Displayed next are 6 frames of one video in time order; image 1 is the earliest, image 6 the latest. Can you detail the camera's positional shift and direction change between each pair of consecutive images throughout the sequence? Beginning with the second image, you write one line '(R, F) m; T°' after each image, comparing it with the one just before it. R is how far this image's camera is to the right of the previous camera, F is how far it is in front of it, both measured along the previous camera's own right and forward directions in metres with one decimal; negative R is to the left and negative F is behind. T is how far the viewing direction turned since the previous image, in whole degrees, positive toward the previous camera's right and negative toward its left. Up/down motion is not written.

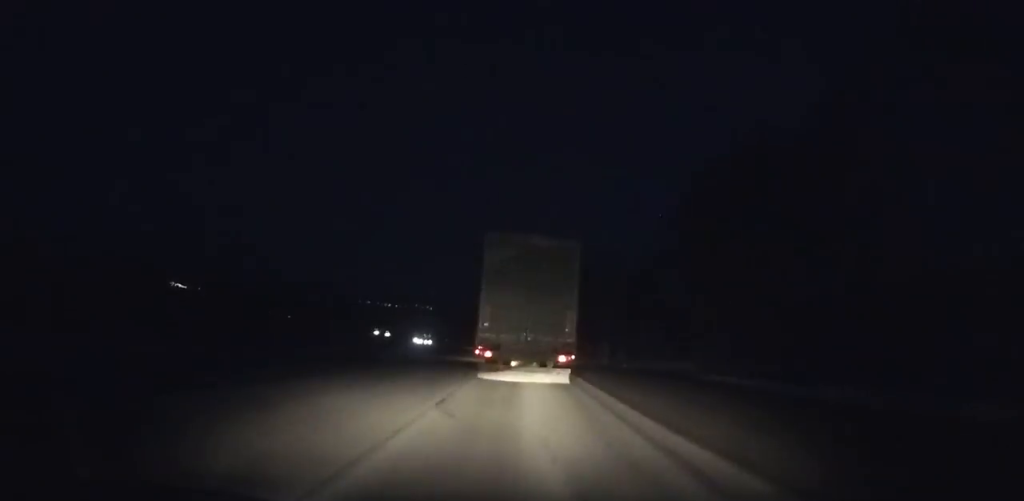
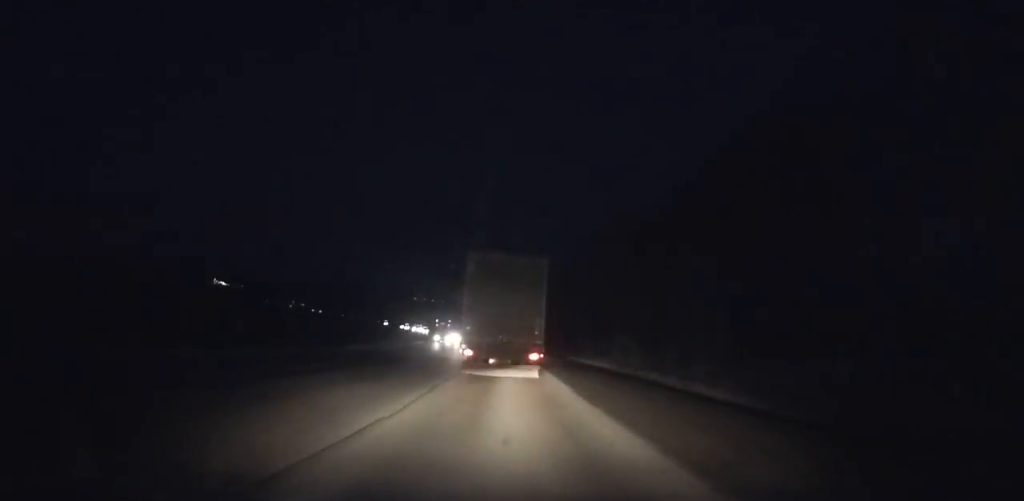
(-3.8, +90.9) m; -6°
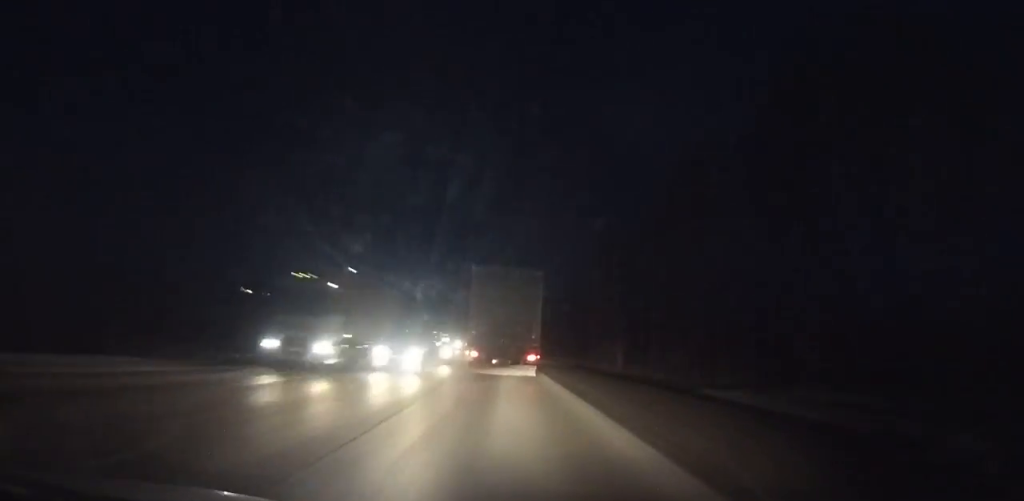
(-1.0, +45.7) m; -3°
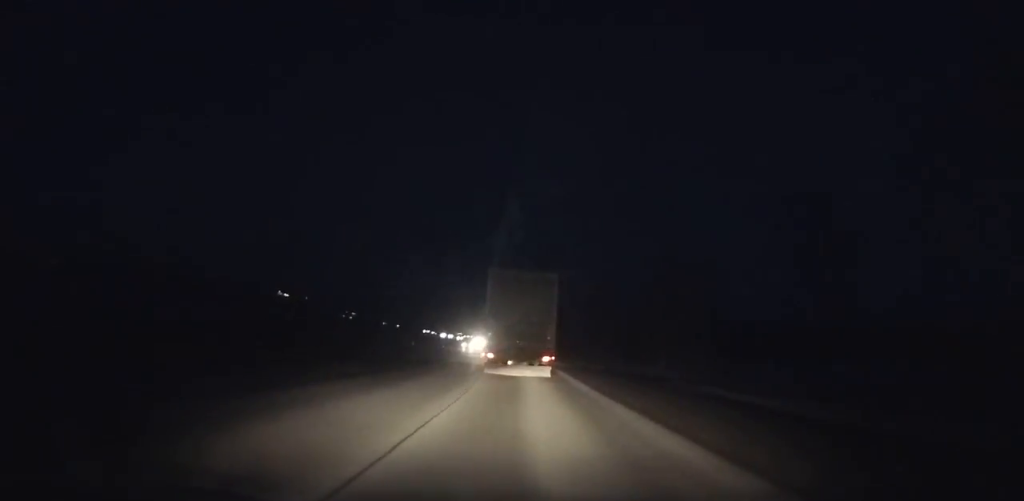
(-2.4, +71.8) m; -3°
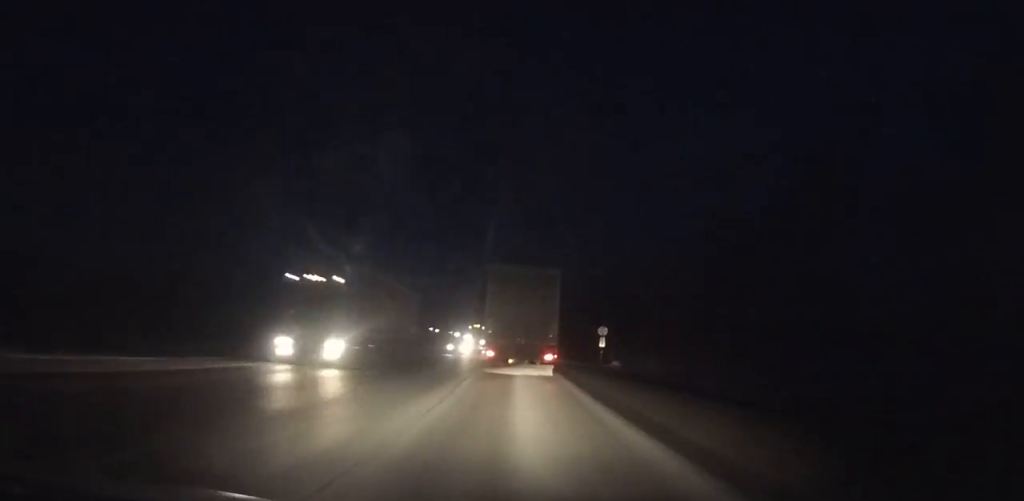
(-3.3, +113.0) m; -3°
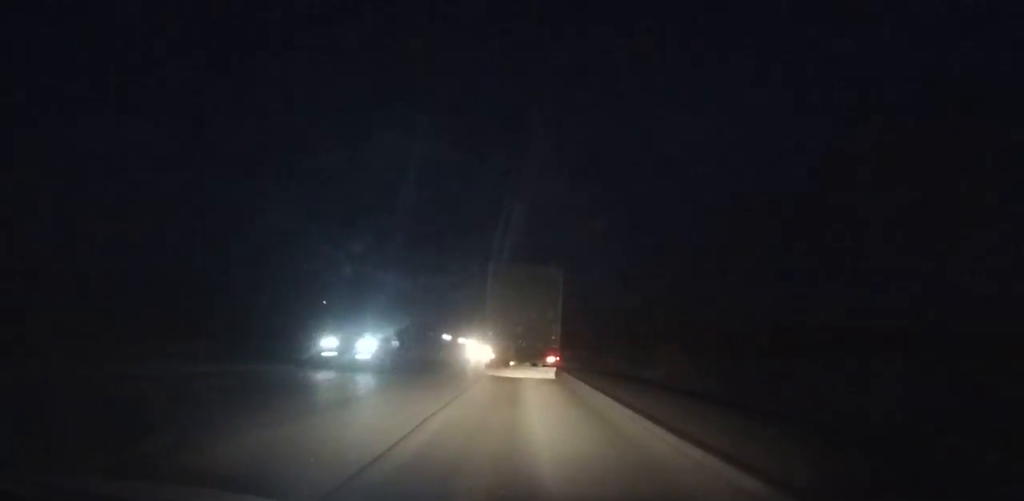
(-0.5, +54.5) m; -1°
